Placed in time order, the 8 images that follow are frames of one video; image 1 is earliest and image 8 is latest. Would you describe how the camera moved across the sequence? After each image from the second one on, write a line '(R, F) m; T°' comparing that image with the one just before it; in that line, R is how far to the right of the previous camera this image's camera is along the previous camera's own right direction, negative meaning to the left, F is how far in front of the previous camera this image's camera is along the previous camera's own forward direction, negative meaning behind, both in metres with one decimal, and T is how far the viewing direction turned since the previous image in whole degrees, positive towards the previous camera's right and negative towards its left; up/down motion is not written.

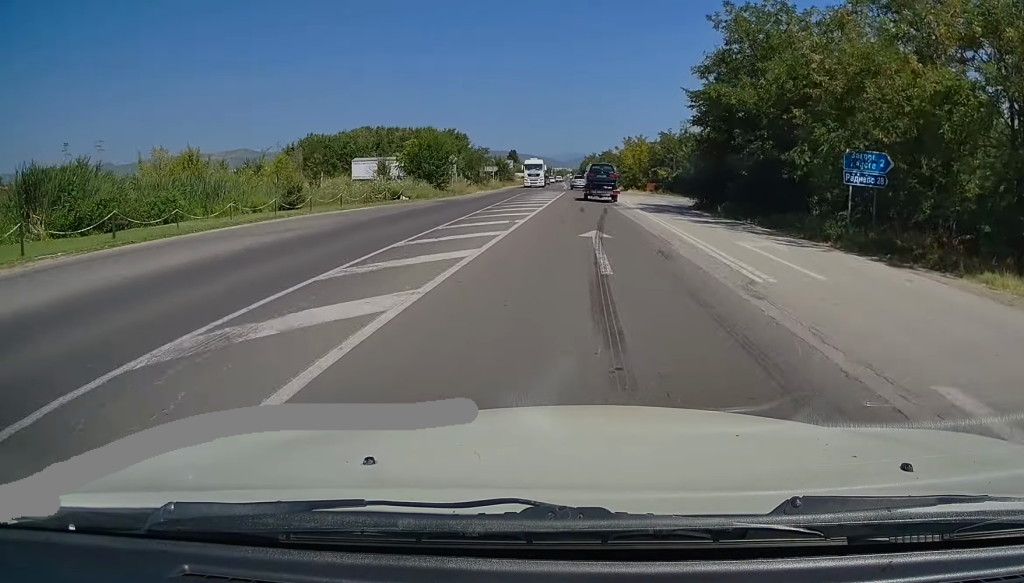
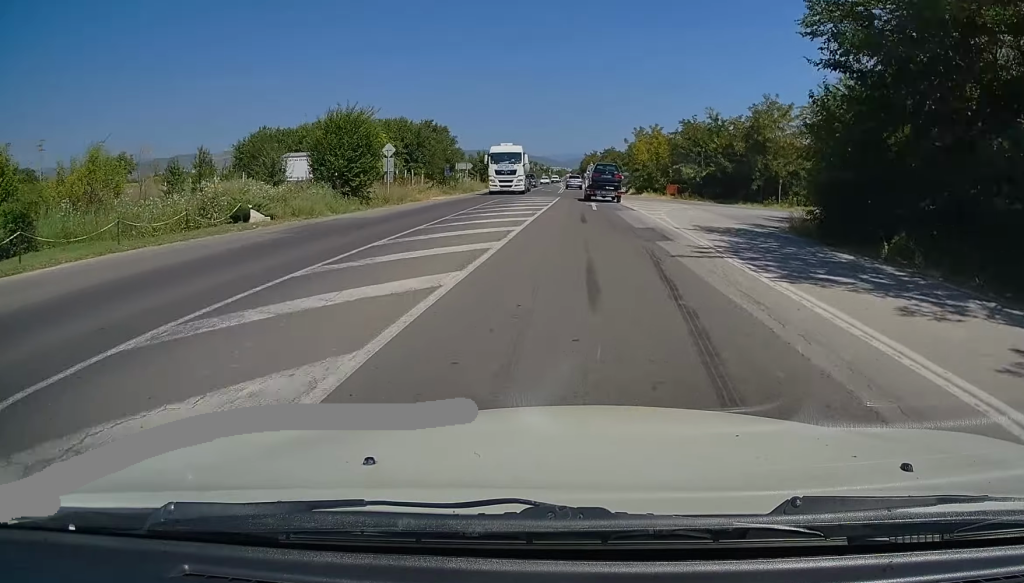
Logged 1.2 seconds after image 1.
(+0.1, +18.7) m; 0°
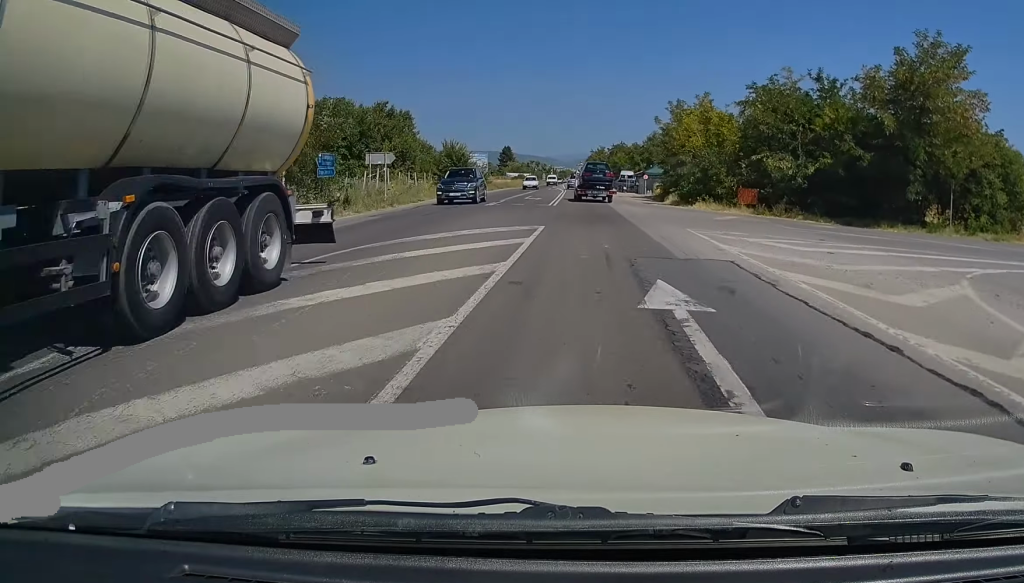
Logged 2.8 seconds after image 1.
(-0.4, +27.0) m; -2°
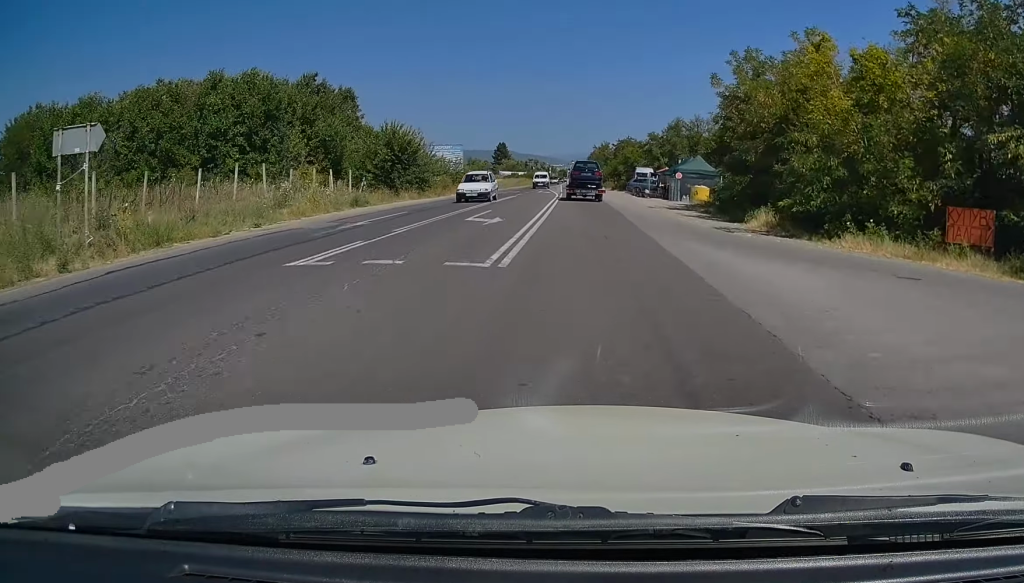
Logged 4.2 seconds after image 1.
(0.0, +22.1) m; 0°
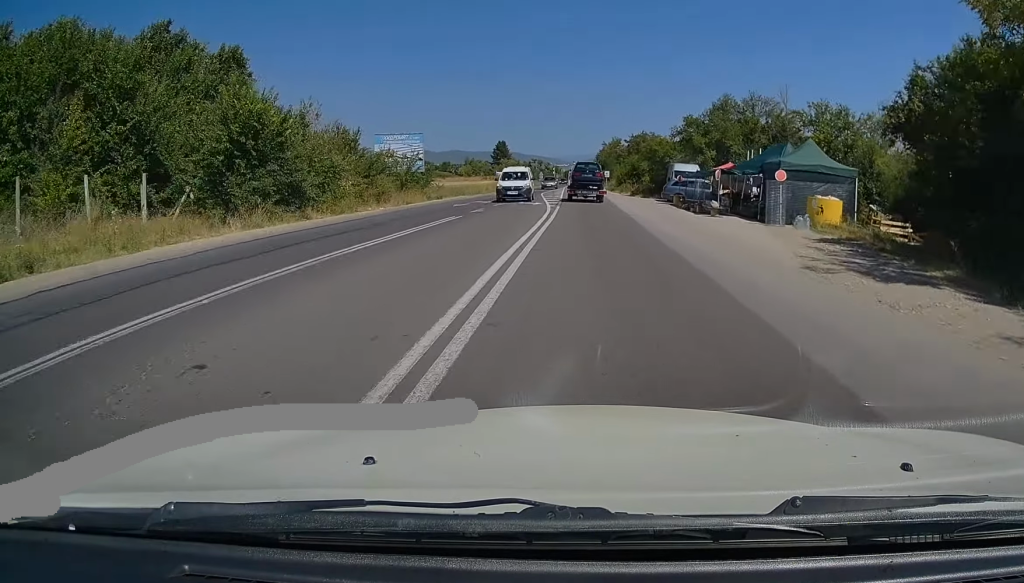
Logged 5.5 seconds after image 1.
(0.0, +22.8) m; 0°
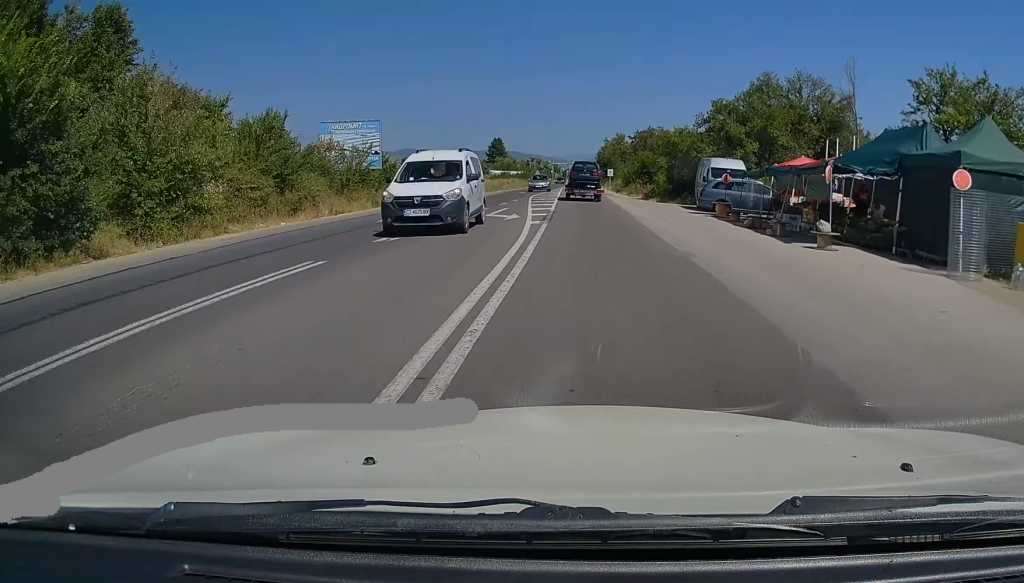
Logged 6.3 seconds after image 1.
(0.0, +12.3) m; 0°
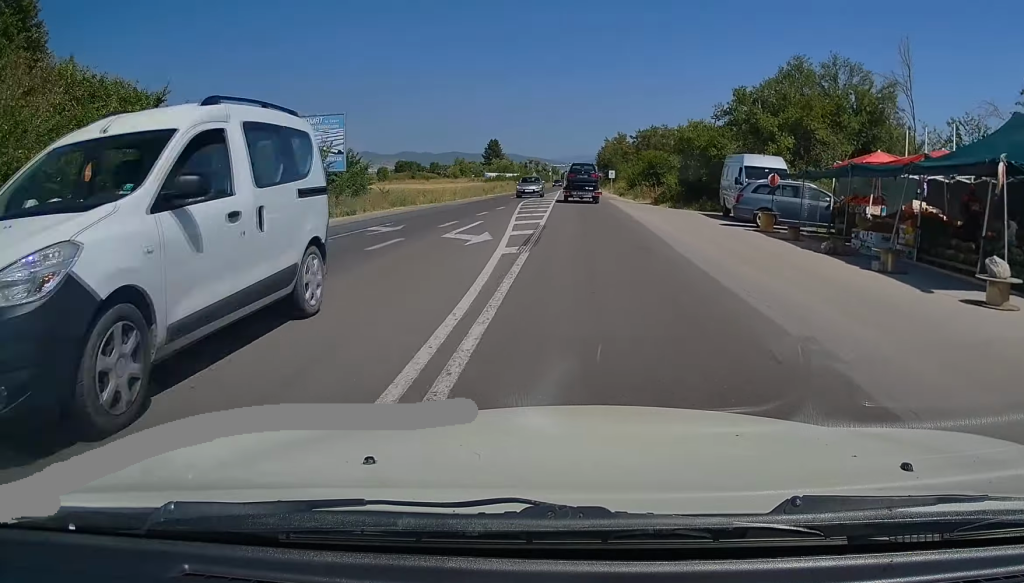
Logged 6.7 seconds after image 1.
(0.0, +6.7) m; 0°
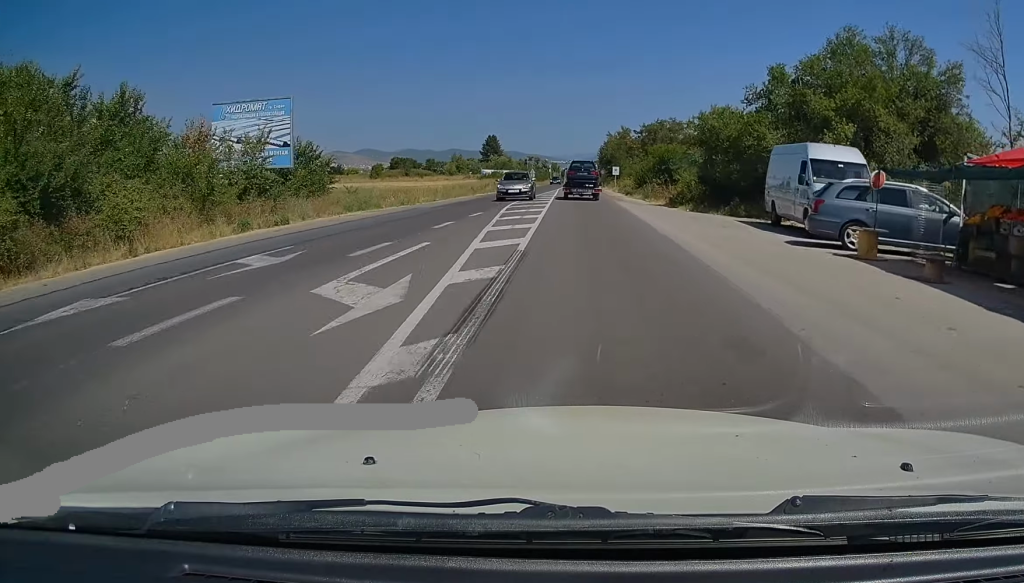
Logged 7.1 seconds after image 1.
(+0.1, +7.3) m; 0°
